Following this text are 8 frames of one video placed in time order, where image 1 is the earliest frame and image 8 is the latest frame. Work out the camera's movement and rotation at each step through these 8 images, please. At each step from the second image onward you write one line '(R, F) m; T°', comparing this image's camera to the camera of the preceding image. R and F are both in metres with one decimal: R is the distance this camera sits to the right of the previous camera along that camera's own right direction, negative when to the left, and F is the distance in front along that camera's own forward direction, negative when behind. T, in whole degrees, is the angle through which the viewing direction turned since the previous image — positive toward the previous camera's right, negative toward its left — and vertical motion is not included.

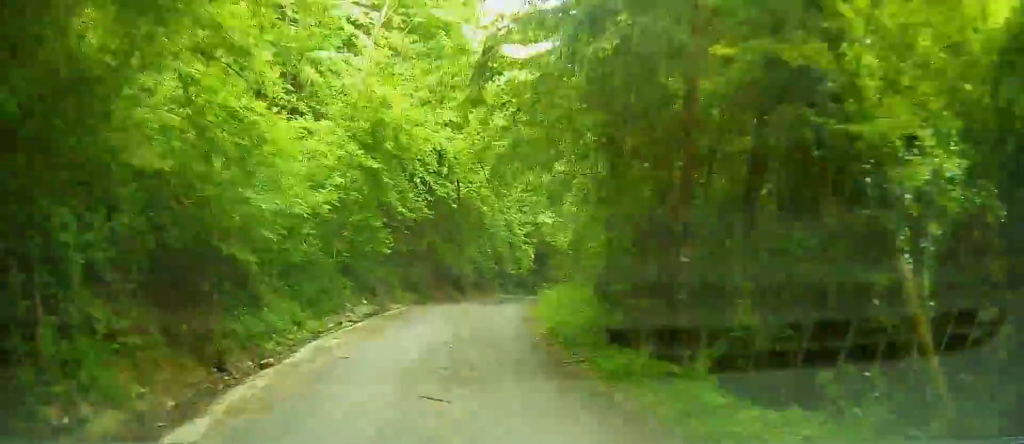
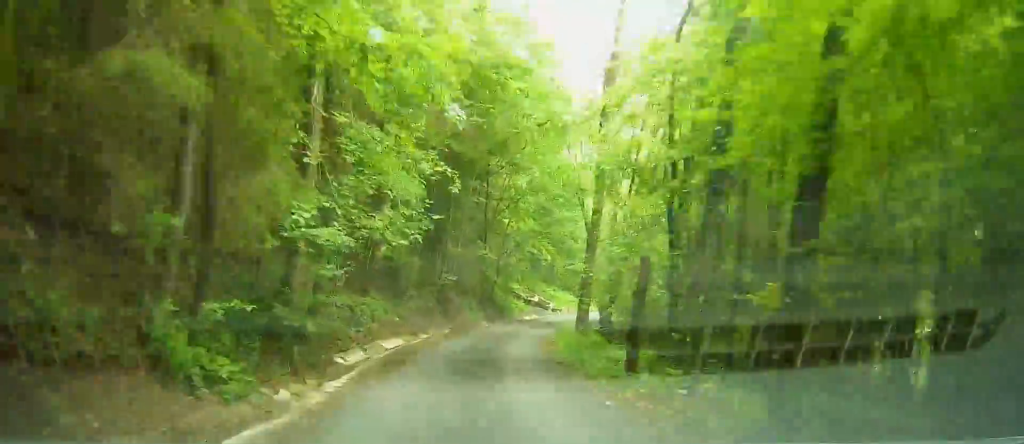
(-2.3, +33.8) m; +2°
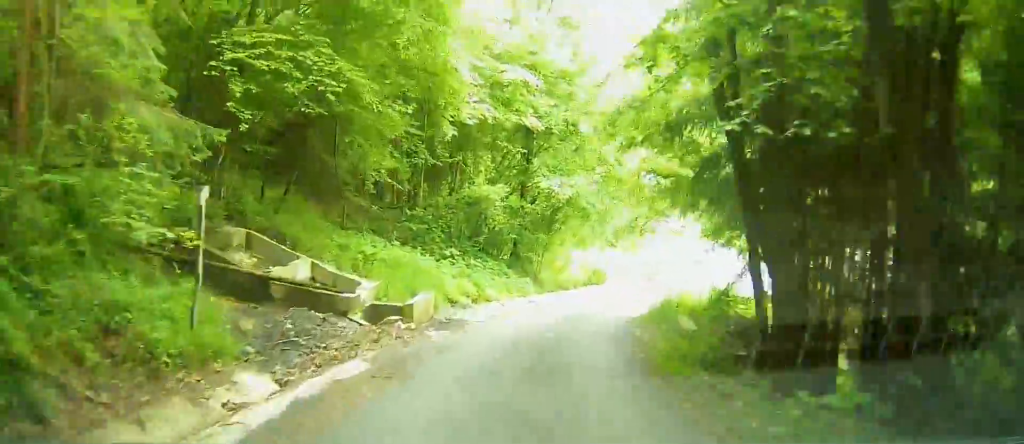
(+5.9, +31.4) m; +30°
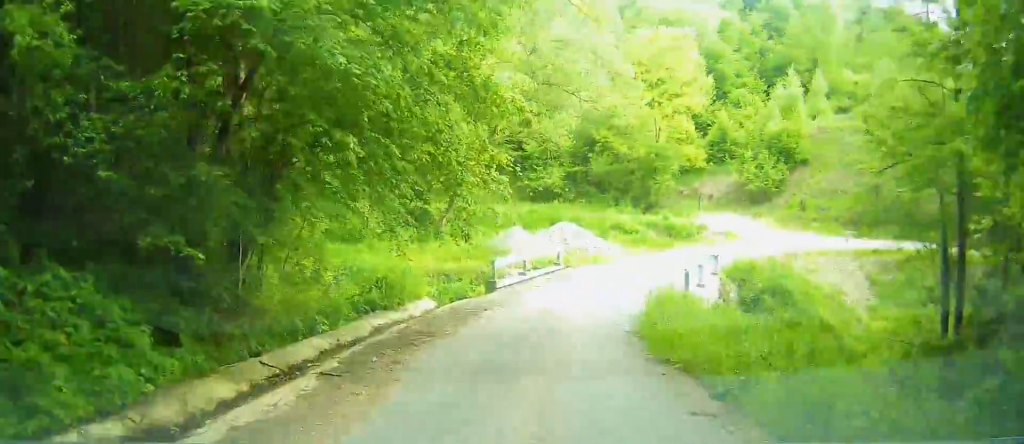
(+5.8, +21.2) m; +32°
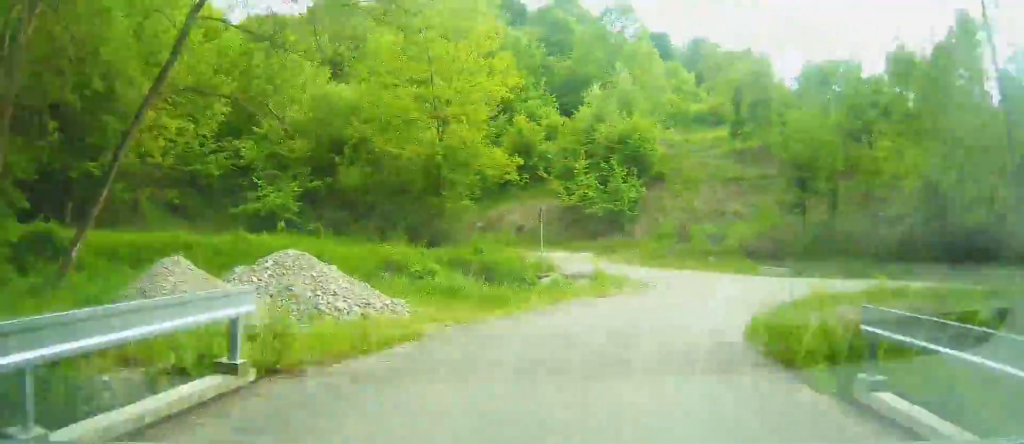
(+4.2, +18.0) m; +33°
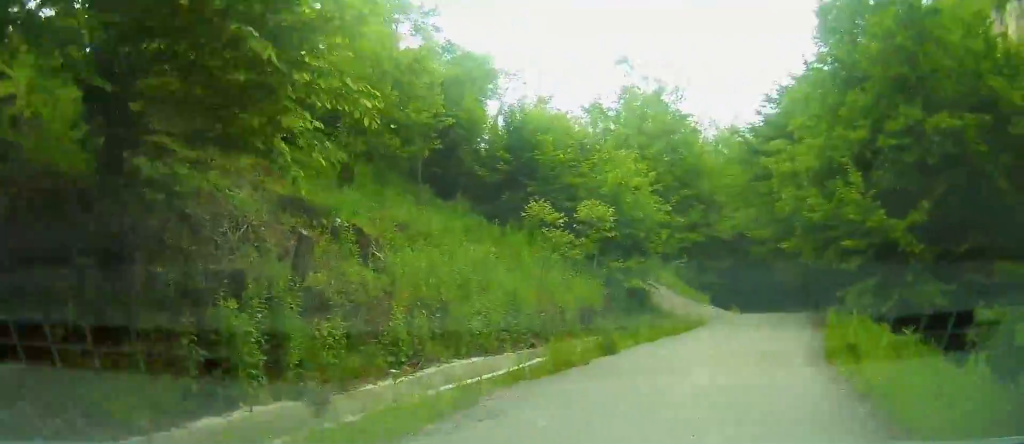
(+16.3, +22.9) m; +65°
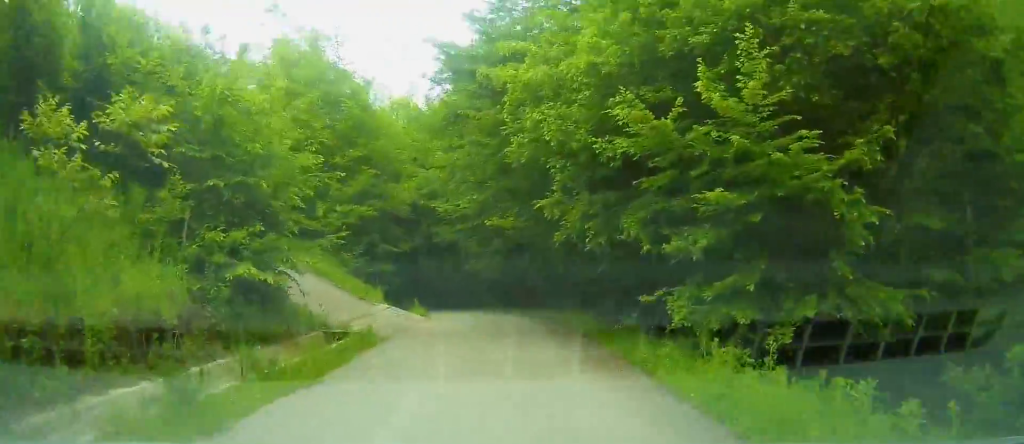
(+2.2, +11.8) m; +11°
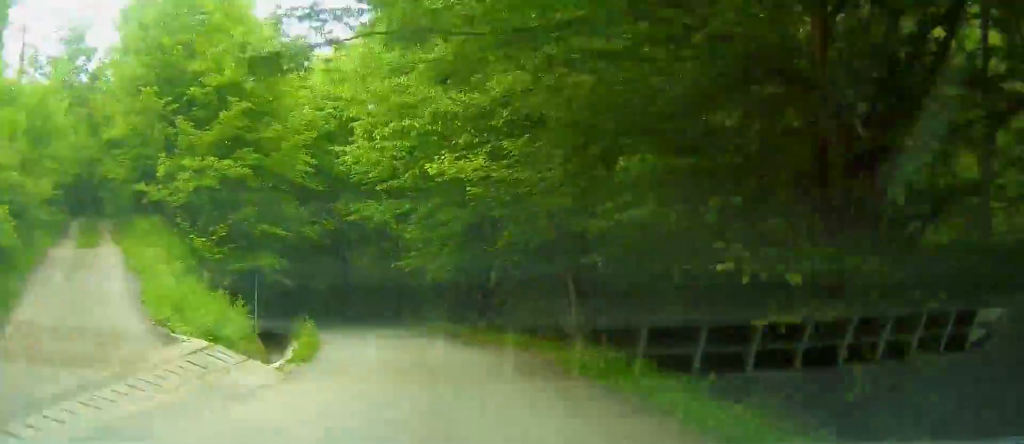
(+1.7, +12.5) m; -1°
